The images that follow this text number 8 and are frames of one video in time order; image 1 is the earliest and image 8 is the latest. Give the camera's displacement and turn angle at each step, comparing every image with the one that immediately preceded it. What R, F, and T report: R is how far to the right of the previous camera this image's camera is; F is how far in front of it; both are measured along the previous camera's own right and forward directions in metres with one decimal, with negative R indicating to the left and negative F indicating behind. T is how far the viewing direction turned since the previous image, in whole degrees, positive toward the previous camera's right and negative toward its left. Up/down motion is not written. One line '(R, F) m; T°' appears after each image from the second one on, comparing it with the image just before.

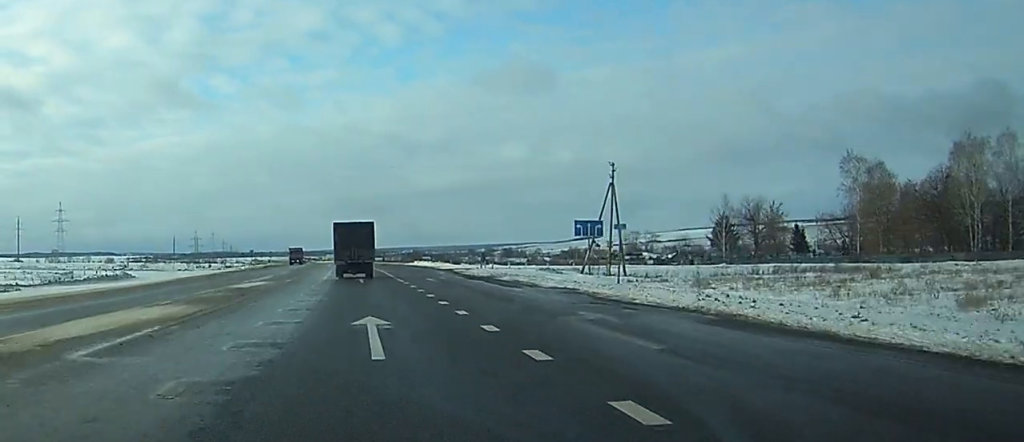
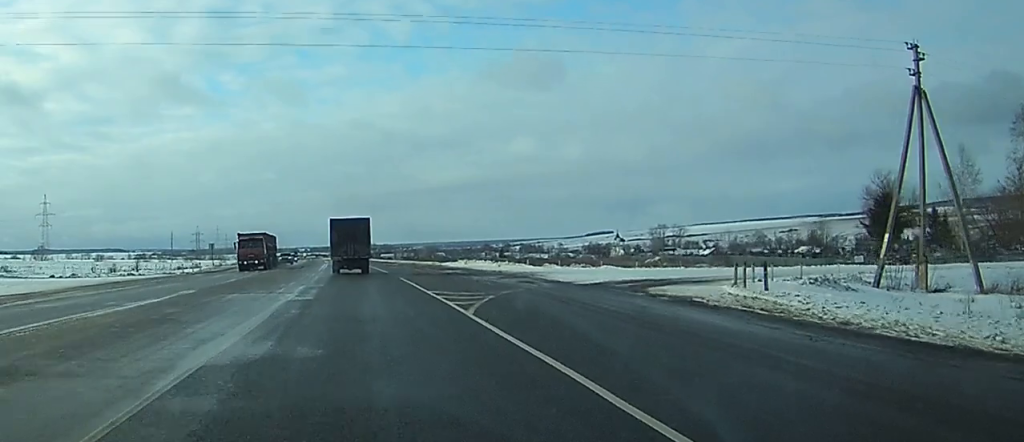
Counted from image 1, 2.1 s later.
(-0.3, +45.3) m; -2°
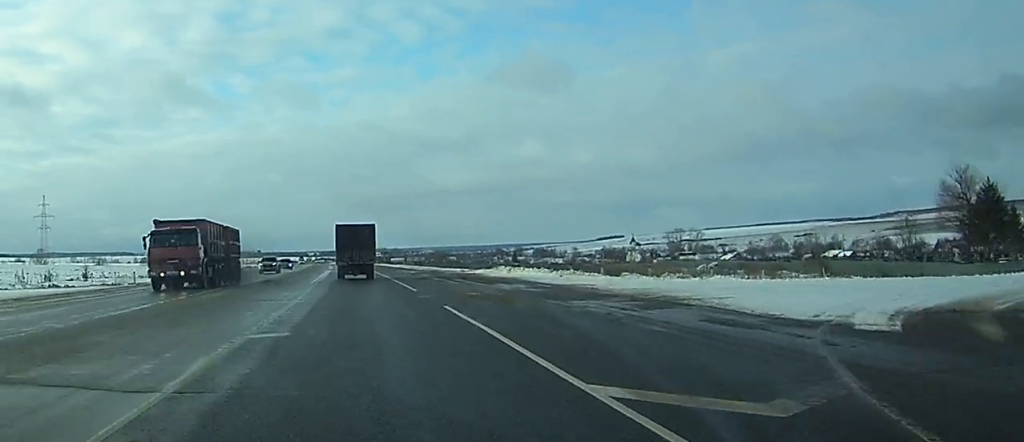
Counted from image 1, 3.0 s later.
(-0.3, +17.6) m; -1°
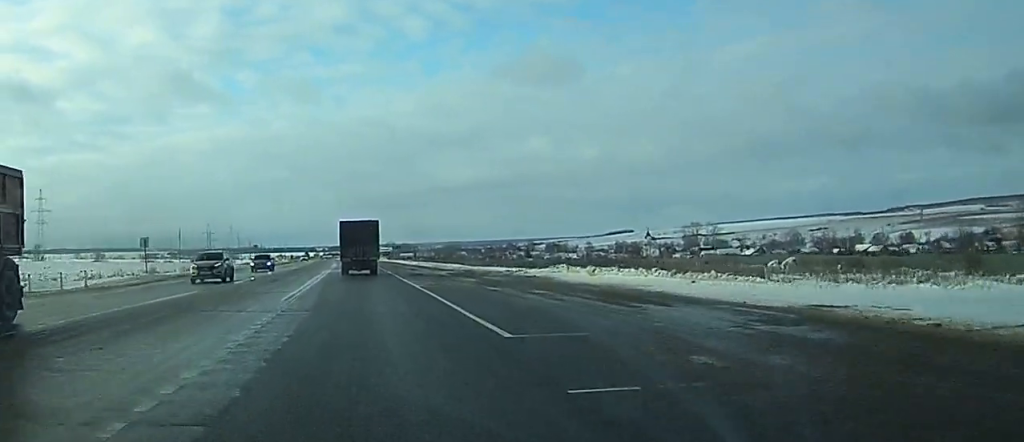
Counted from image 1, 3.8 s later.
(-0.1, +18.3) m; 0°
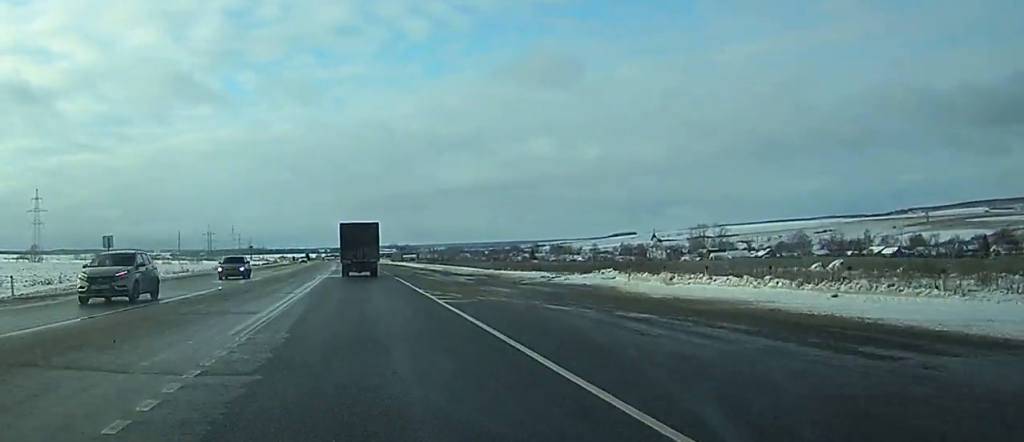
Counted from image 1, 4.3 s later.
(0.0, +9.1) m; 0°
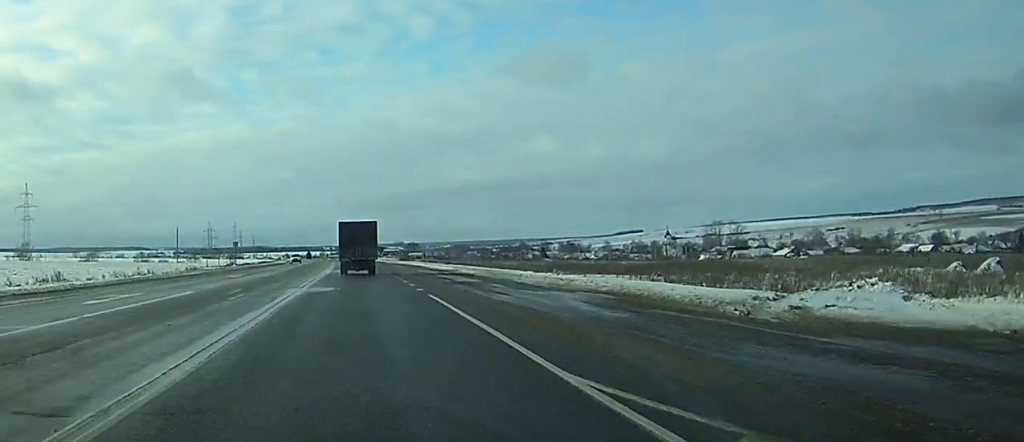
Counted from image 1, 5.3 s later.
(0.0, +21.9) m; 0°
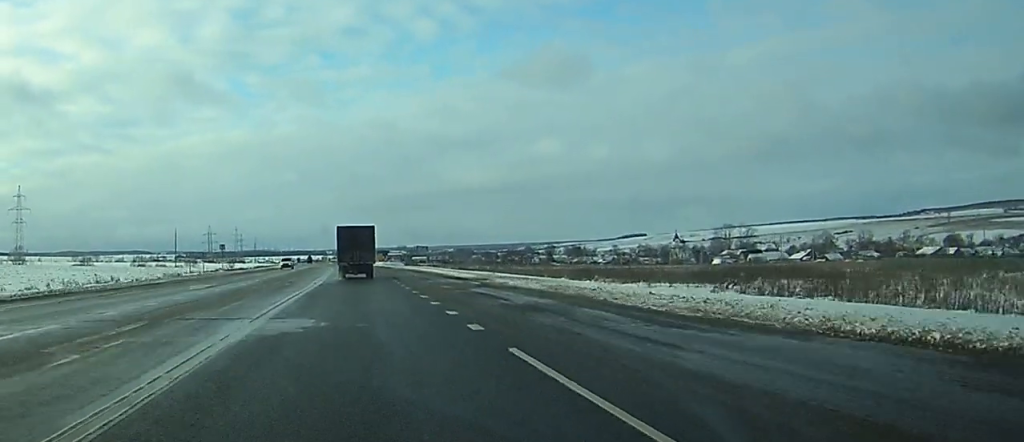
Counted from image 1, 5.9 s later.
(0.0, +13.5) m; 0°
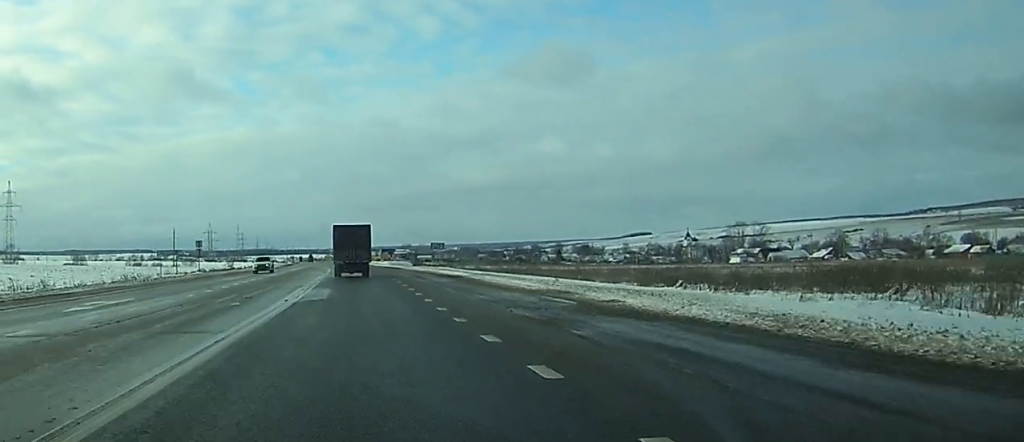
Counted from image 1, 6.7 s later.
(-0.1, +17.2) m; 0°
